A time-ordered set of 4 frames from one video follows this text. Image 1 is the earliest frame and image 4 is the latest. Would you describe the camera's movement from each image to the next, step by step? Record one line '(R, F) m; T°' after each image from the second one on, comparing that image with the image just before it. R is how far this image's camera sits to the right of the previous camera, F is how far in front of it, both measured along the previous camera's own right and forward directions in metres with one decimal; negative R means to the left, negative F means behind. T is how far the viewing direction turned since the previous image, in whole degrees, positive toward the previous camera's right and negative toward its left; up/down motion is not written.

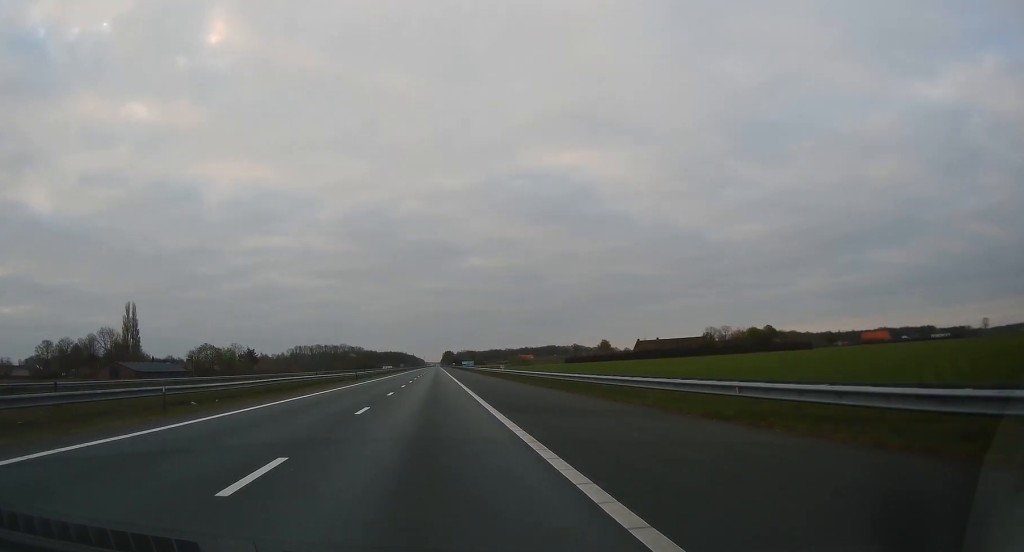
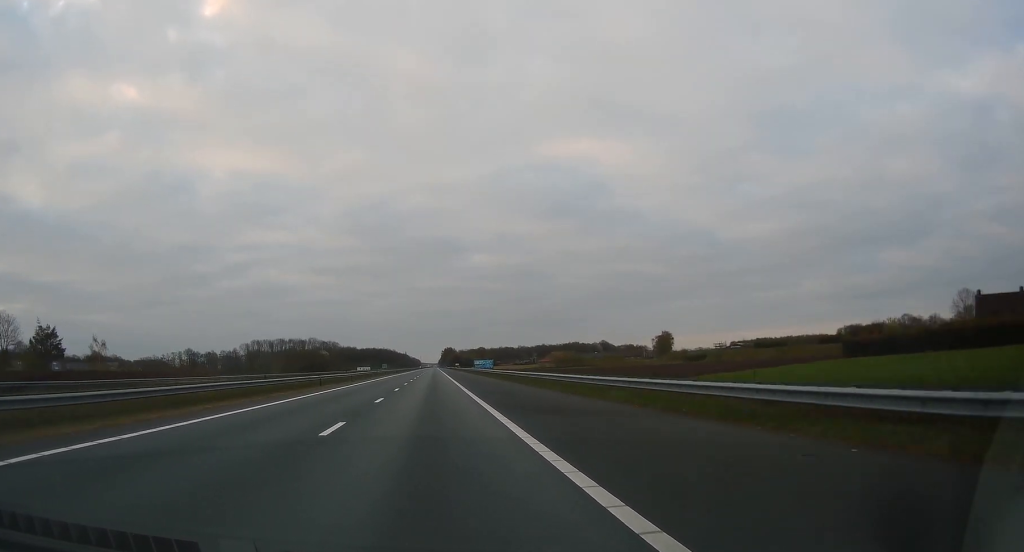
(-0.4, +175.6) m; 0°
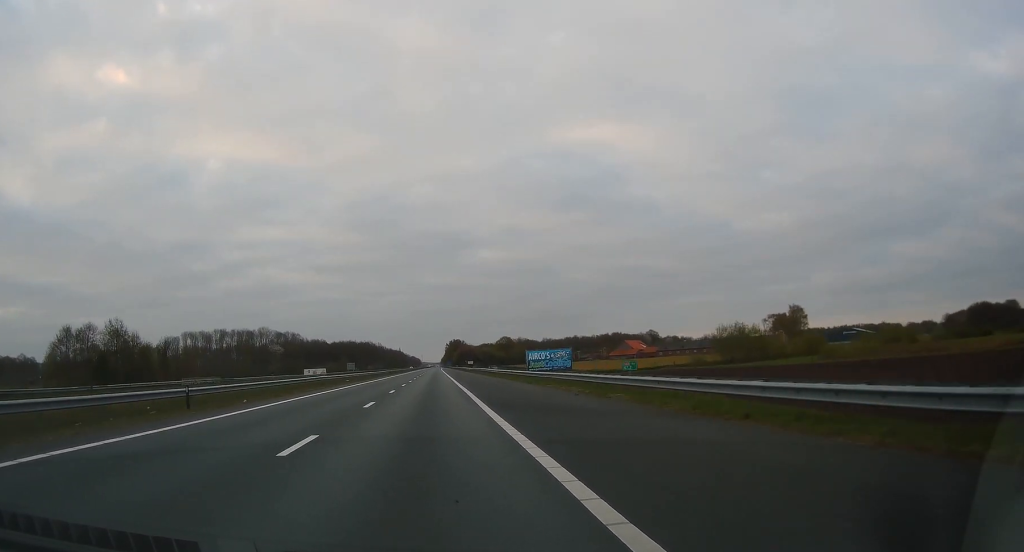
(+0.2, +170.1) m; 0°
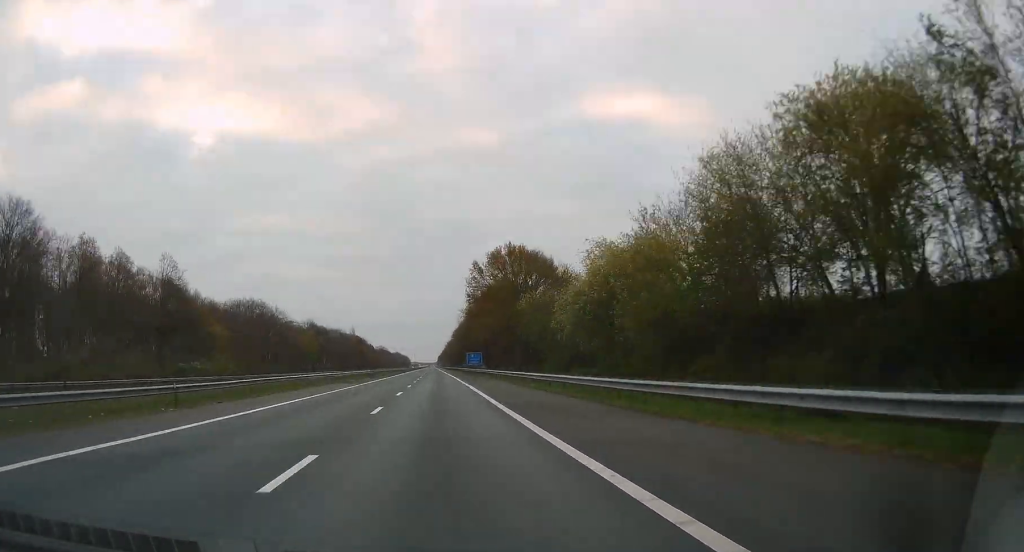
(+0.7, +336.5) m; 0°
